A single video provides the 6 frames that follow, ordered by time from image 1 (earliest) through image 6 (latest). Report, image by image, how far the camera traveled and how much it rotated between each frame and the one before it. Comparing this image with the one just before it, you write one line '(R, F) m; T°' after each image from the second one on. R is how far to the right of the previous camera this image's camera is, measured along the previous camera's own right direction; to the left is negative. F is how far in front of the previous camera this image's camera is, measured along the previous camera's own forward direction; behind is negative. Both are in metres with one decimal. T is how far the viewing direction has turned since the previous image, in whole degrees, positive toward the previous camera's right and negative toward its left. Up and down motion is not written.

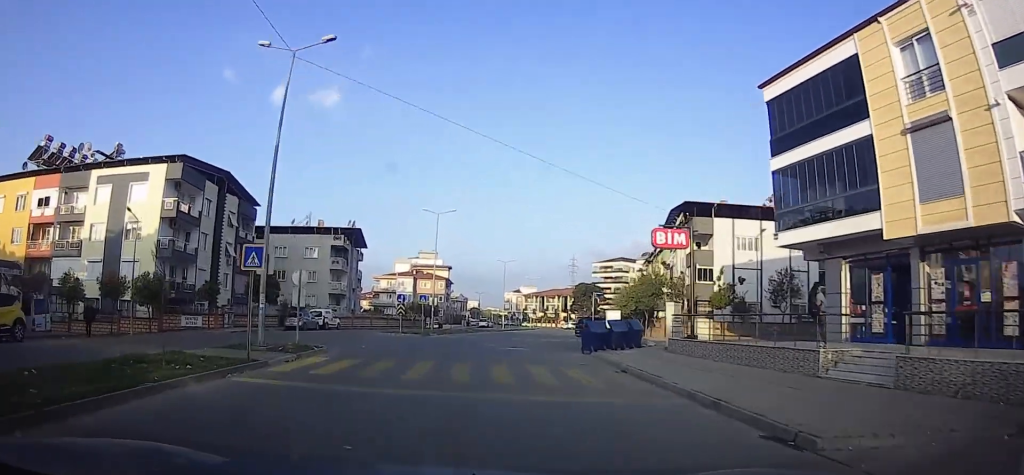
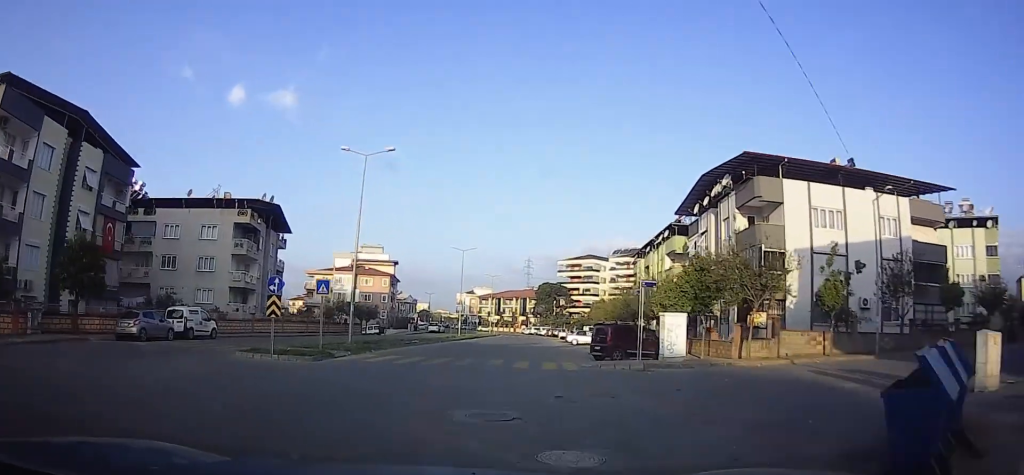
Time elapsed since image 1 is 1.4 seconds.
(0.0, +17.6) m; 0°
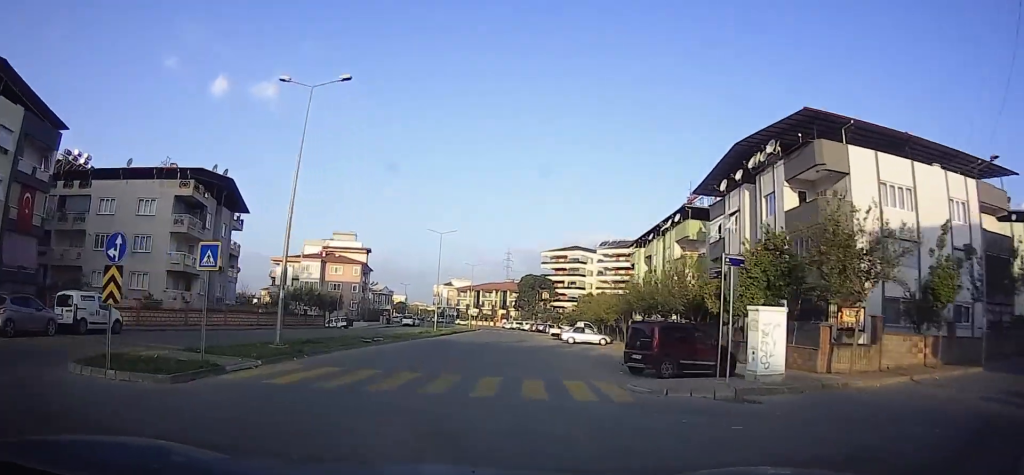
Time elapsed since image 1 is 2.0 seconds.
(0.0, +8.1) m; +2°
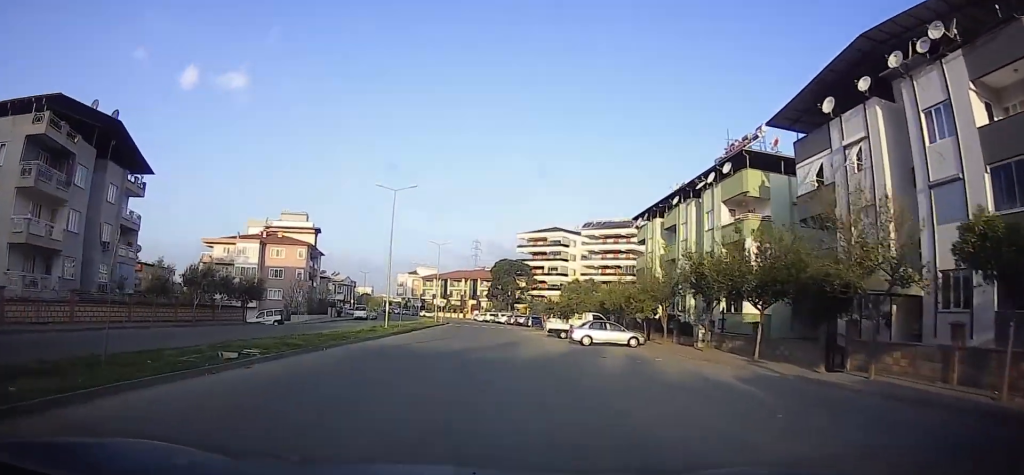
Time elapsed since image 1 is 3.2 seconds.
(+0.8, +15.0) m; +6°
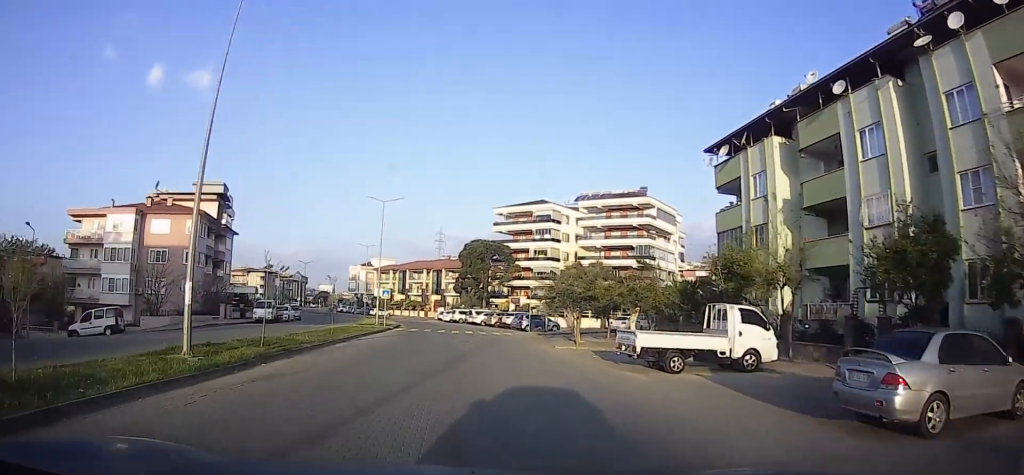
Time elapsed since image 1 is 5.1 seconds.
(+1.4, +25.2) m; +4°
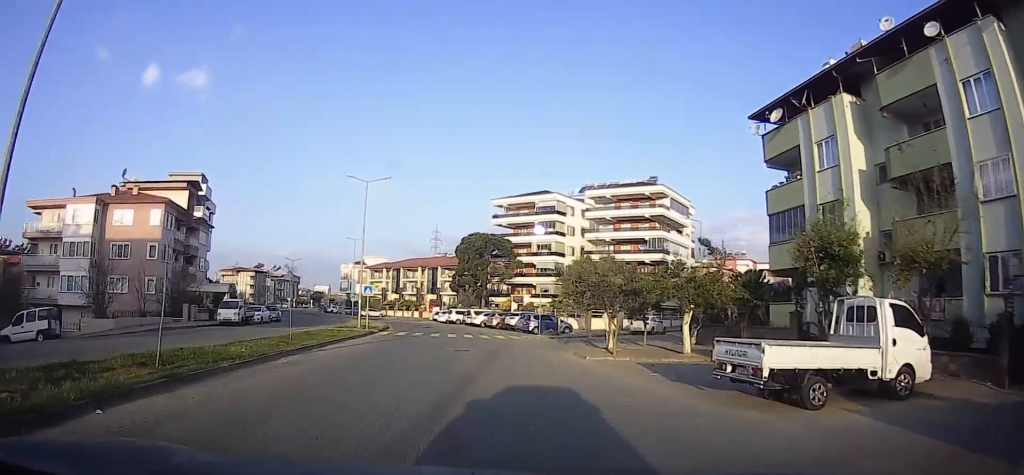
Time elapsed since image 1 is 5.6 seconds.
(0.0, +6.6) m; 0°
